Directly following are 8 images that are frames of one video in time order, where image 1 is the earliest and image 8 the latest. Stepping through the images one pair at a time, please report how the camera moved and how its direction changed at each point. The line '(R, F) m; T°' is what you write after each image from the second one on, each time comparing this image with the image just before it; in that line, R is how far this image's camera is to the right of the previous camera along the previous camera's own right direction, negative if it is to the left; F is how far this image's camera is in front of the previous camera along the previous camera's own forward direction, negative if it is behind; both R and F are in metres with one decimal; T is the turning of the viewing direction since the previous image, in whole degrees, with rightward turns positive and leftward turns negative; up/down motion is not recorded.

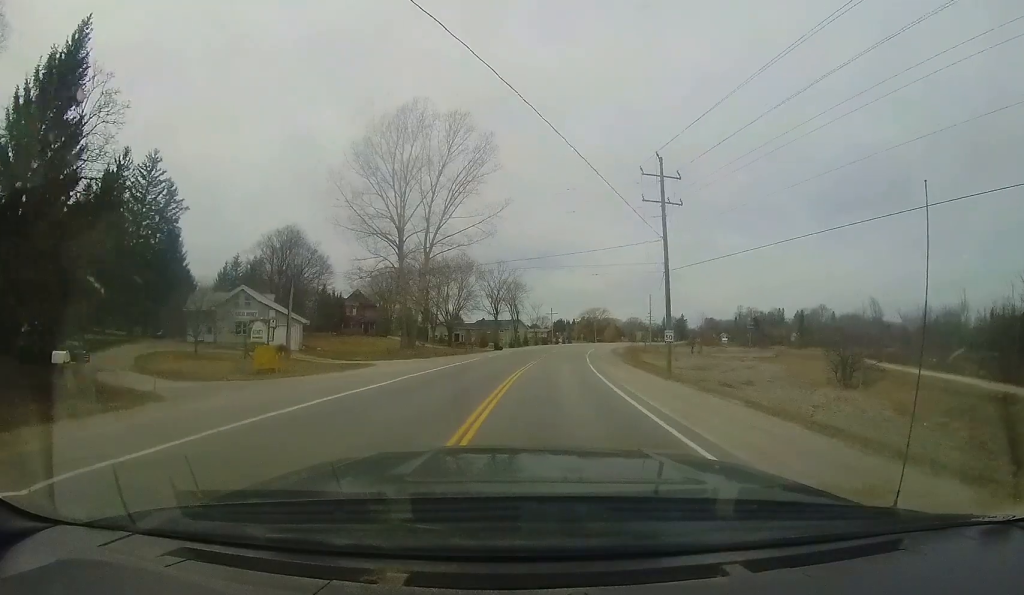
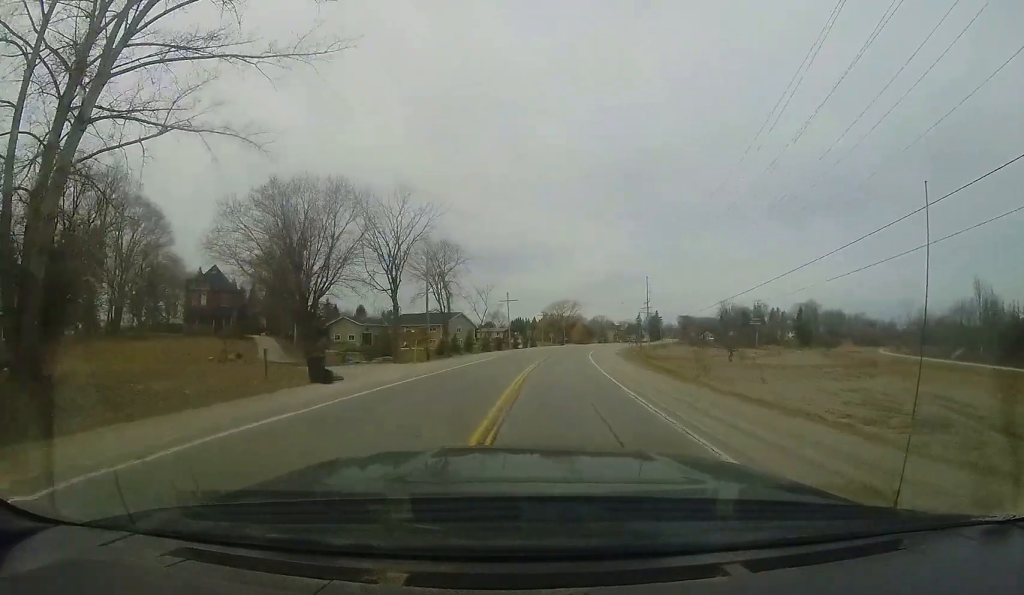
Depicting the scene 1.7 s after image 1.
(+1.8, +33.6) m; +7°
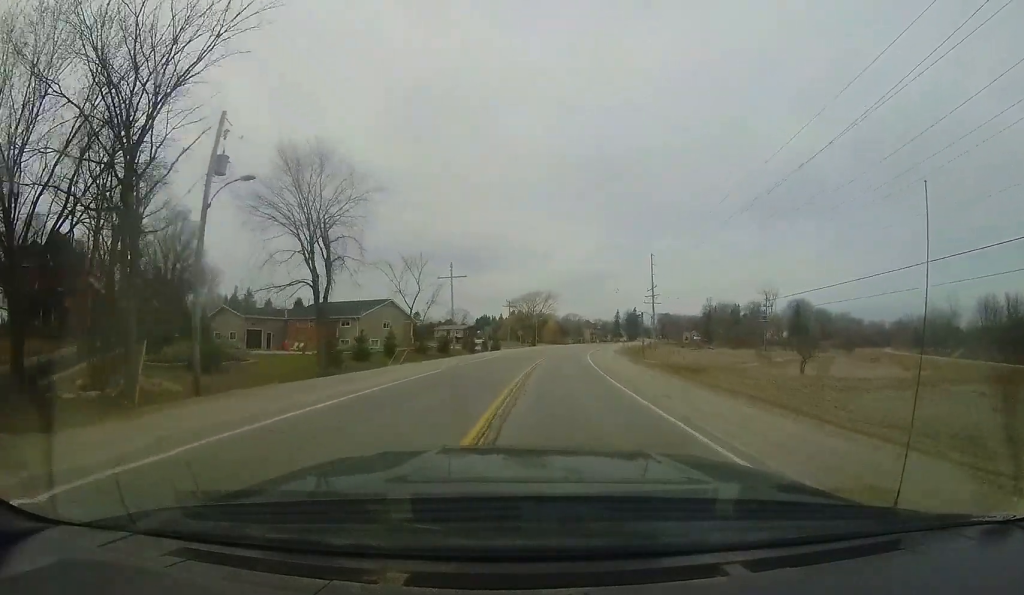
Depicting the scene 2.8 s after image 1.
(+0.9, +22.3) m; +5°
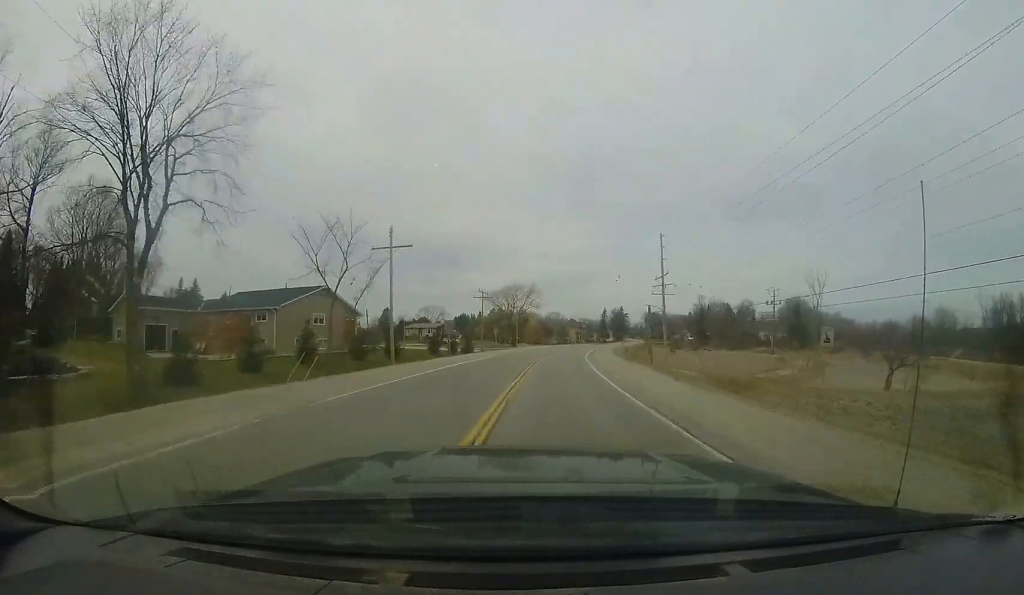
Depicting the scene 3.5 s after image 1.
(+0.1, +12.4) m; +3°
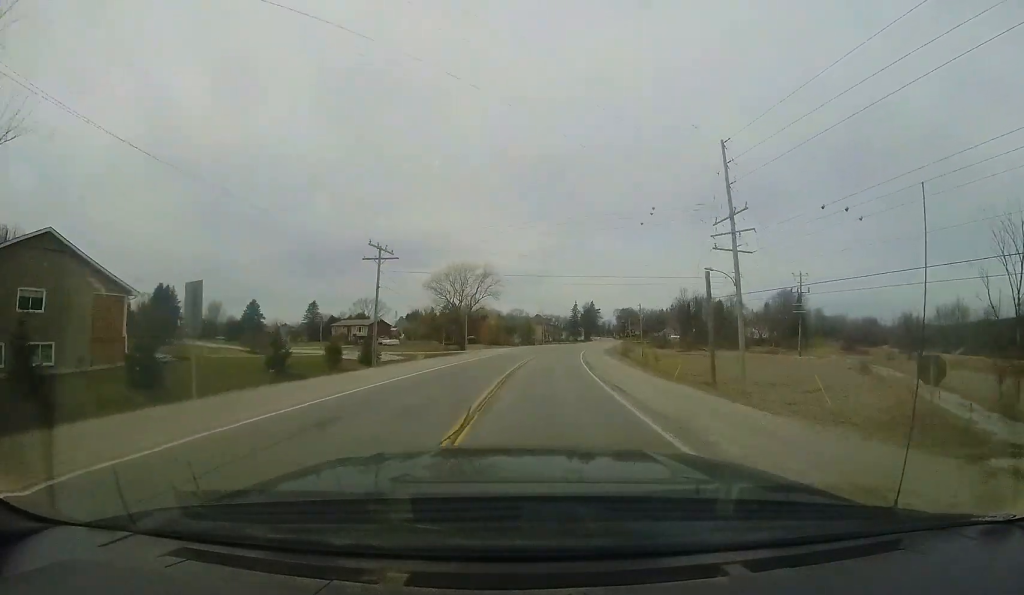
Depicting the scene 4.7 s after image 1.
(+1.3, +24.3) m; +7°
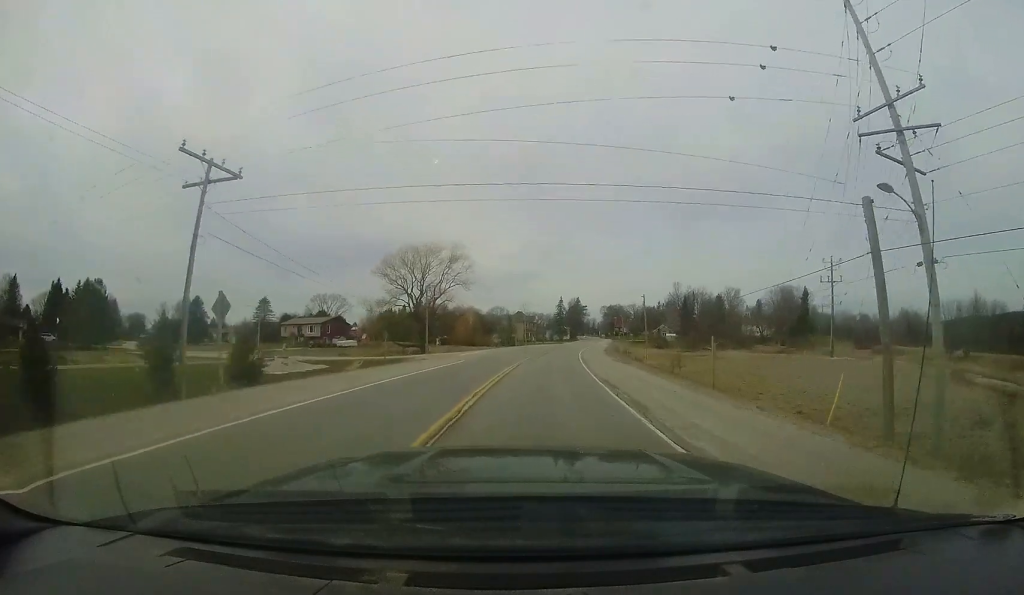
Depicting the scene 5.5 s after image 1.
(+0.3, +13.9) m; +5°
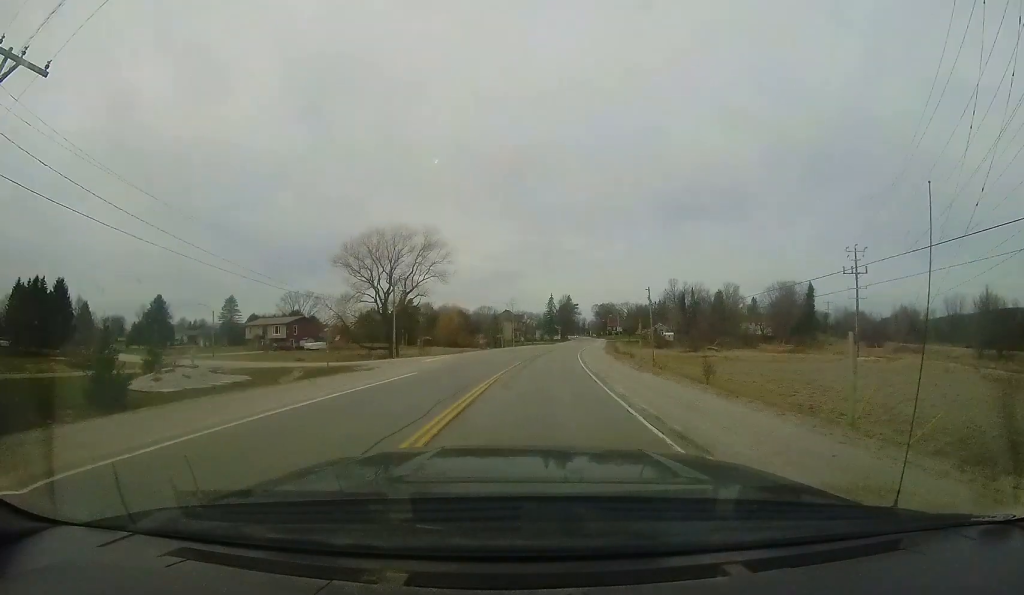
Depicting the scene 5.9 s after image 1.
(+0.6, +8.3) m; +2°
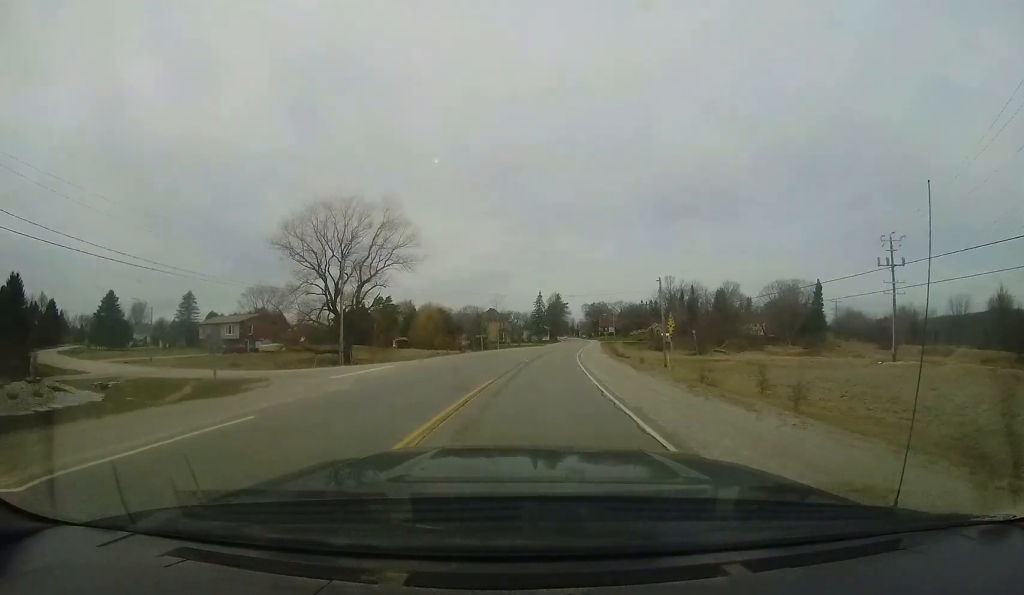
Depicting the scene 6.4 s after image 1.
(+0.4, +9.5) m; +2°
